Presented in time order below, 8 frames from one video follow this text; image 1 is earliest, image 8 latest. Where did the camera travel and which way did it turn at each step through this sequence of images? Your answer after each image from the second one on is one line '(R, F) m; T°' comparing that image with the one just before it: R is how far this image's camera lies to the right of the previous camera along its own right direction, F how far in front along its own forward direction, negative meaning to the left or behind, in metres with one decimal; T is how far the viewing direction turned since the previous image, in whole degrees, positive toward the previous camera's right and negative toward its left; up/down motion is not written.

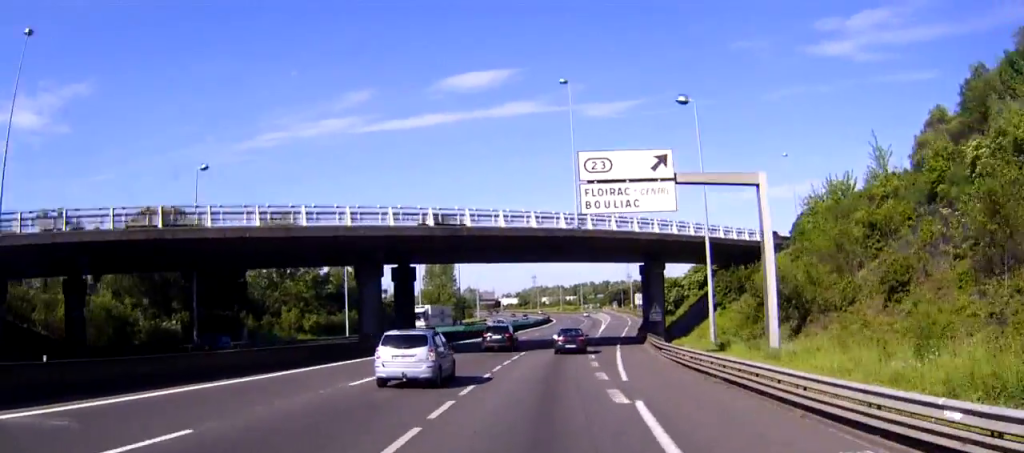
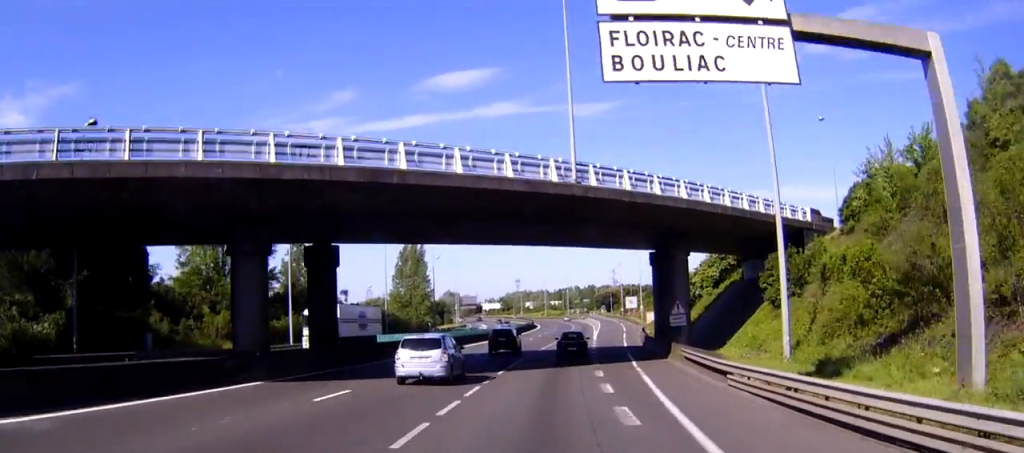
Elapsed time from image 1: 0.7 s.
(0.0, +15.9) m; 0°
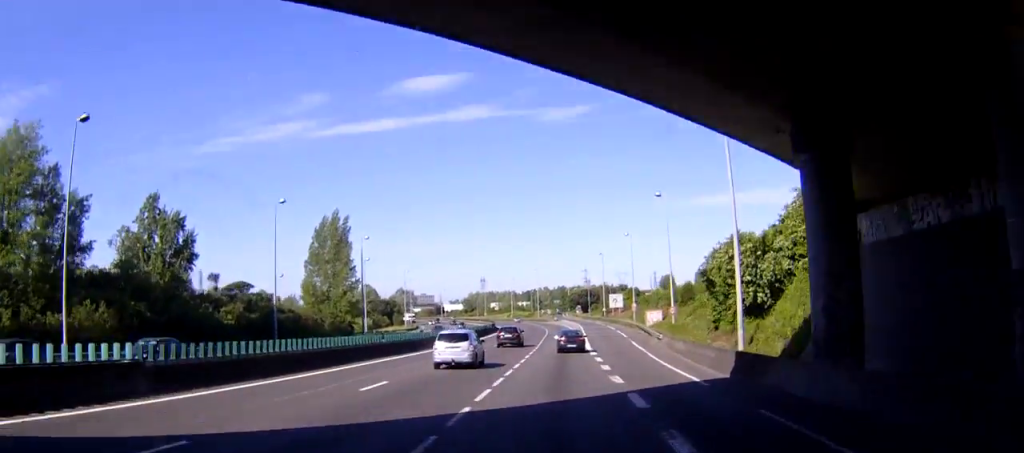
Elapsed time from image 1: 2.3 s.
(0.0, +36.7) m; 0°
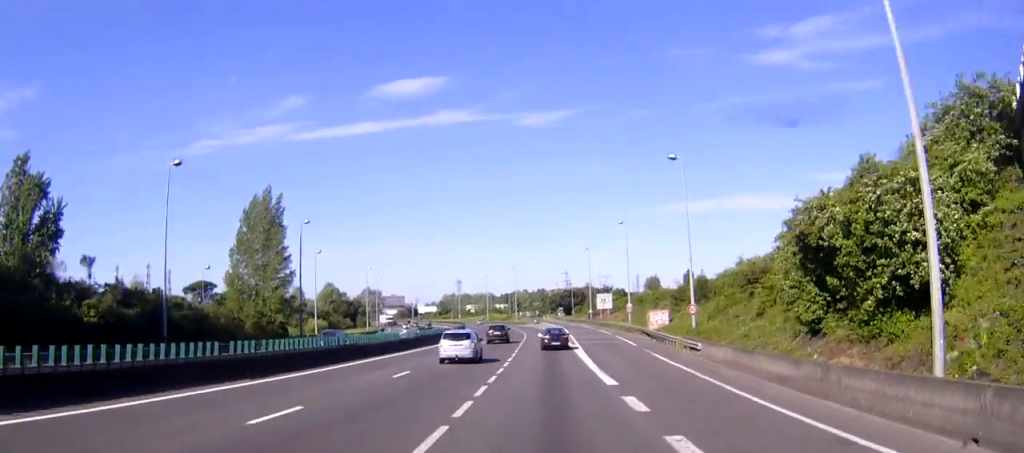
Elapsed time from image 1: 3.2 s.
(+0.2, +20.6) m; +1°
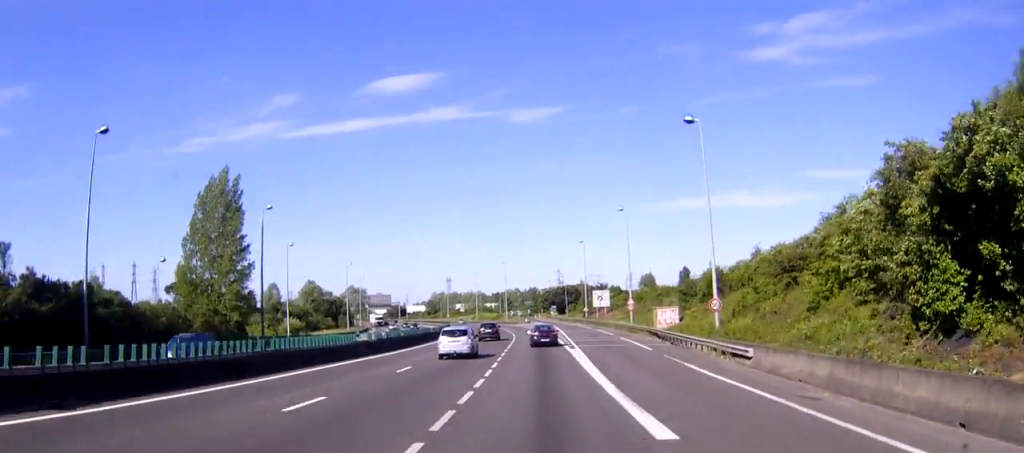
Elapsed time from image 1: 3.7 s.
(+0.1, +10.7) m; 0°
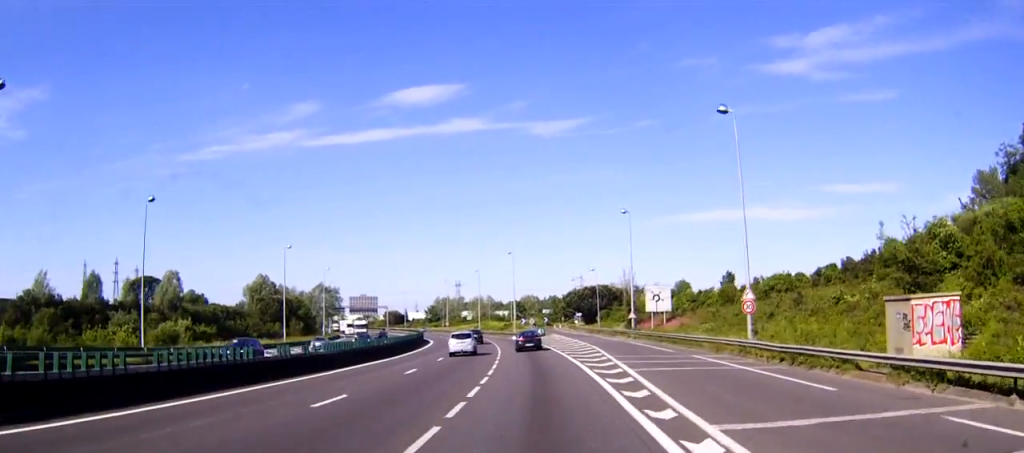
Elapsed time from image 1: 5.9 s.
(0.0, +50.1) m; 0°
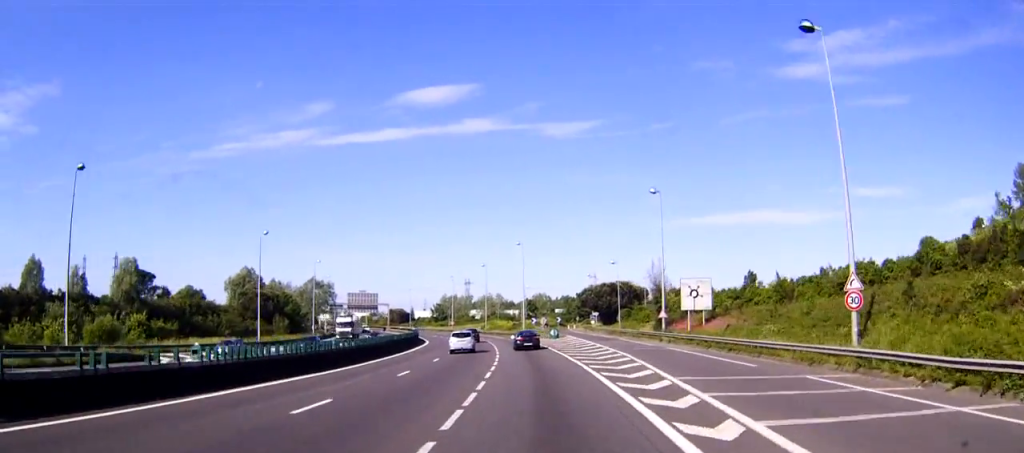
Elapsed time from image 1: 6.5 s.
(0.0, +15.1) m; 0°
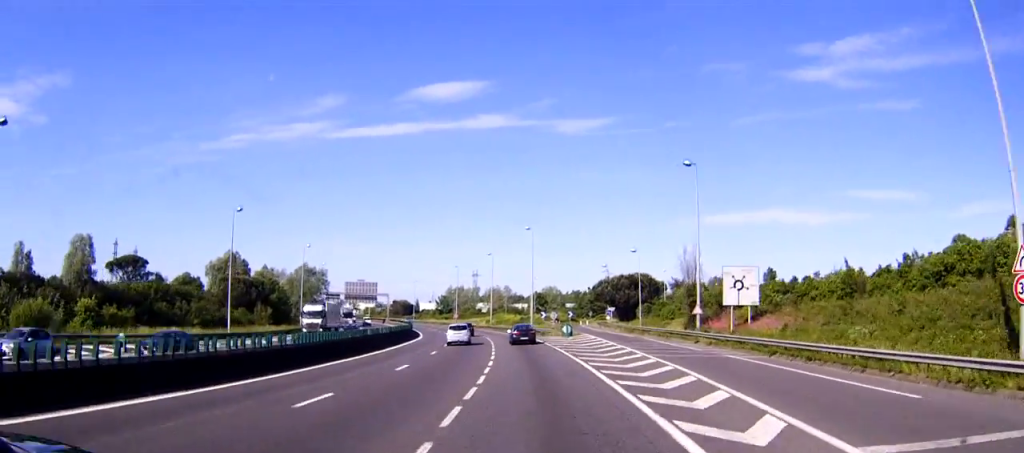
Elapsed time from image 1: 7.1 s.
(0.0, +12.9) m; 0°
